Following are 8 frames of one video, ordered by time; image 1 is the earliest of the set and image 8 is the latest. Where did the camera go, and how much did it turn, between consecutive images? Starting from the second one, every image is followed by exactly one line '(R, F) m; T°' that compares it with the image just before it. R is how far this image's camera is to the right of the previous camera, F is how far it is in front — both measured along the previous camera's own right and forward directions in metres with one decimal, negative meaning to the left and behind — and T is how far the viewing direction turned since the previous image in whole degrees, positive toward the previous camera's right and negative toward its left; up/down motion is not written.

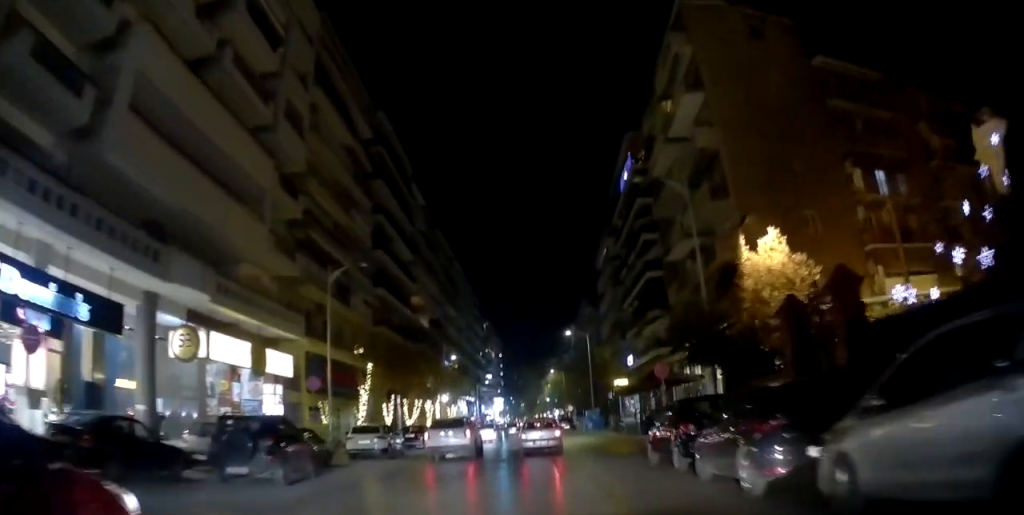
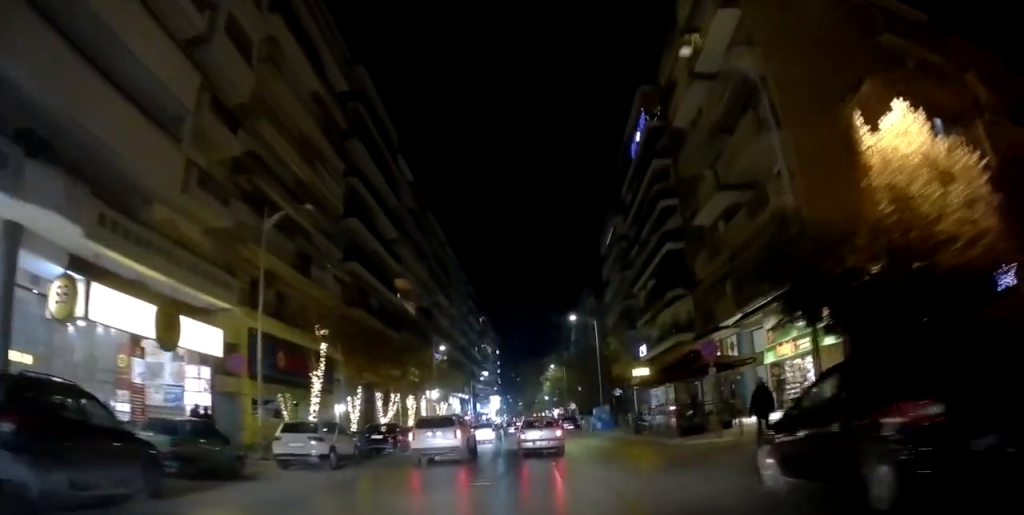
(0.0, +8.0) m; -2°
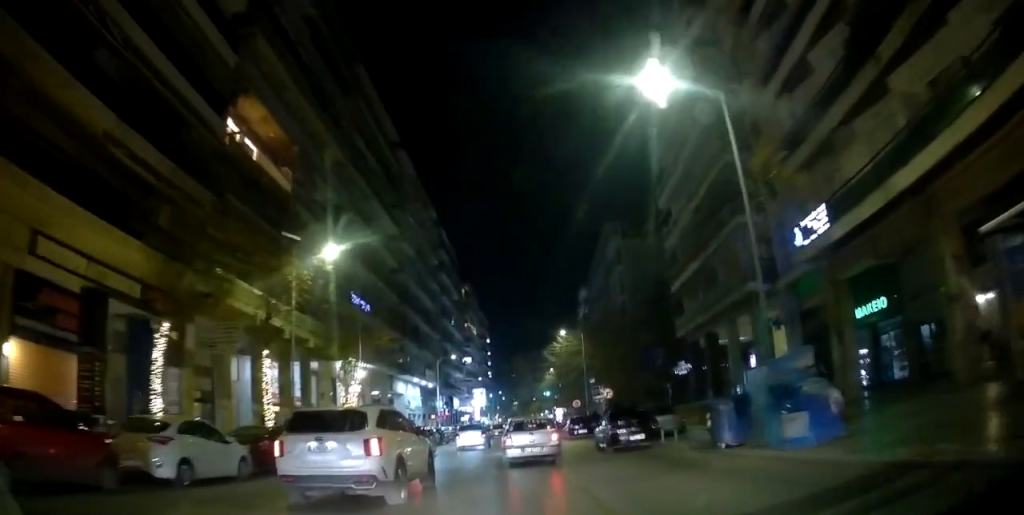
(-2.4, +36.3) m; -1°
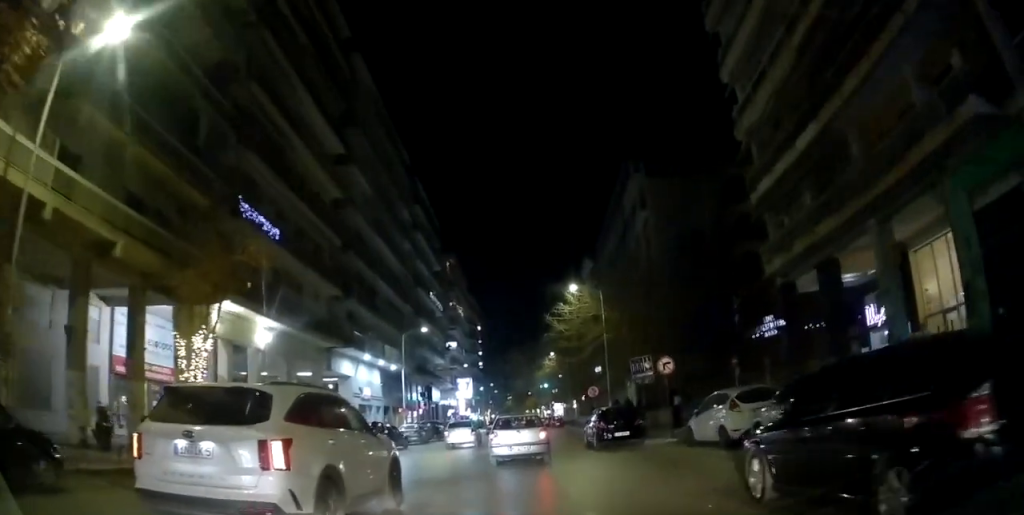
(+0.5, +17.1) m; -1°
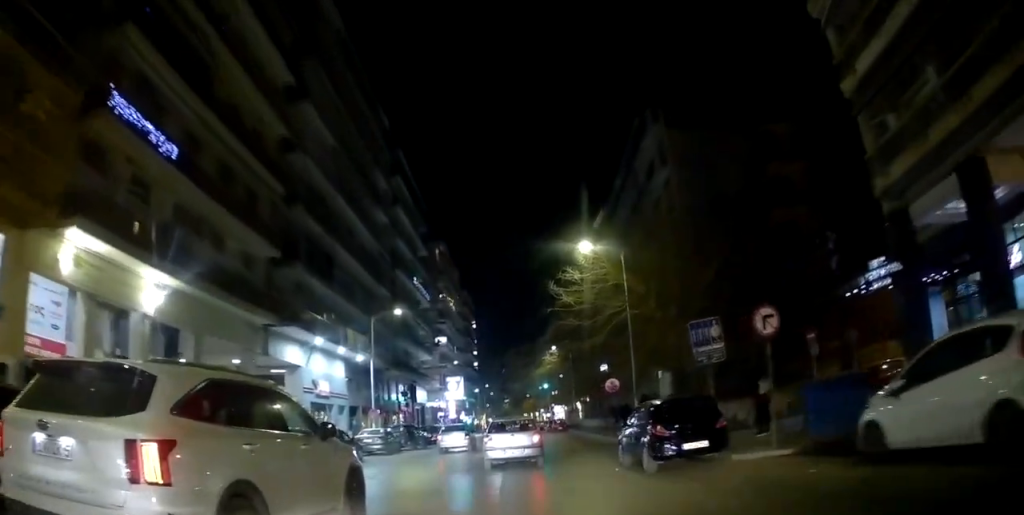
(-0.4, +9.4) m; -1°
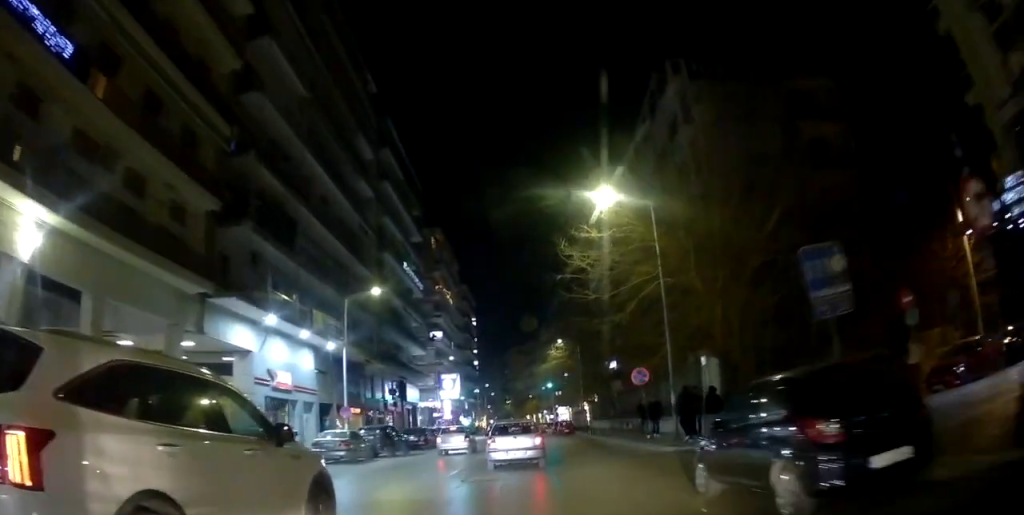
(+0.2, +6.6) m; +1°
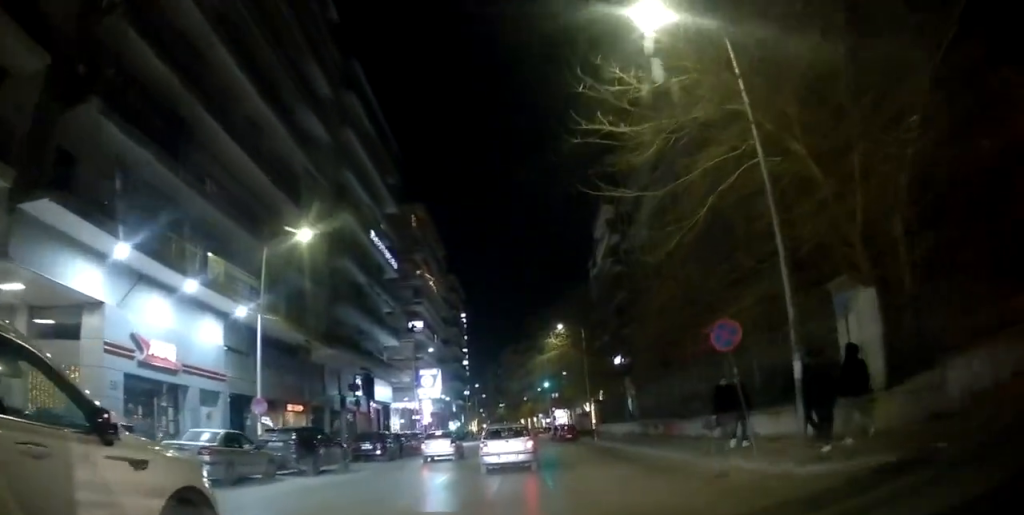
(0.0, +10.1) m; +1°
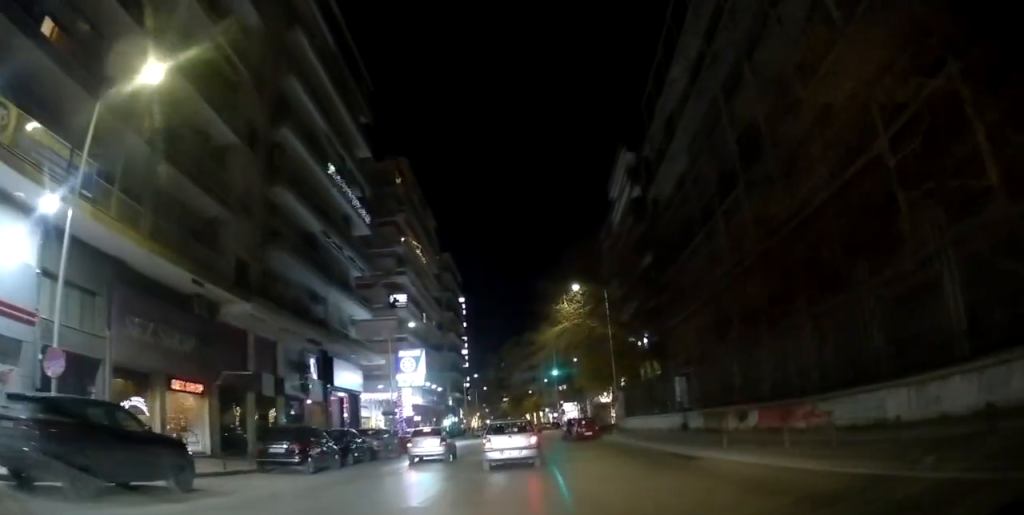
(0.0, +10.6) m; +2°
